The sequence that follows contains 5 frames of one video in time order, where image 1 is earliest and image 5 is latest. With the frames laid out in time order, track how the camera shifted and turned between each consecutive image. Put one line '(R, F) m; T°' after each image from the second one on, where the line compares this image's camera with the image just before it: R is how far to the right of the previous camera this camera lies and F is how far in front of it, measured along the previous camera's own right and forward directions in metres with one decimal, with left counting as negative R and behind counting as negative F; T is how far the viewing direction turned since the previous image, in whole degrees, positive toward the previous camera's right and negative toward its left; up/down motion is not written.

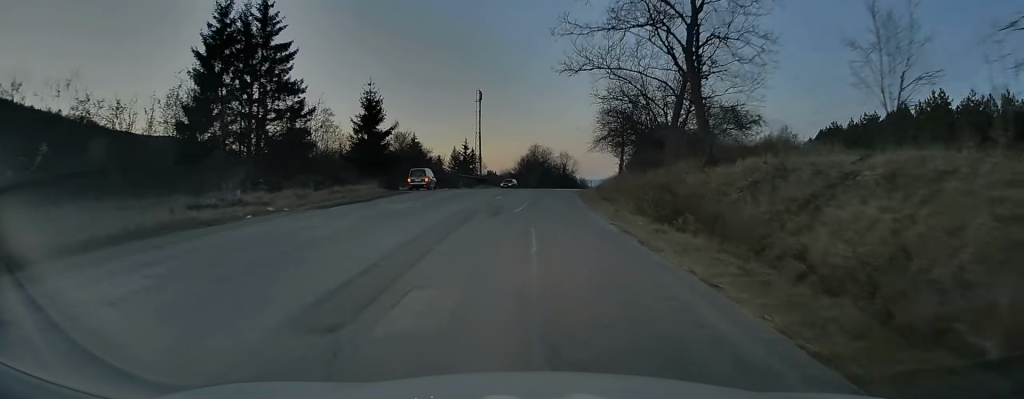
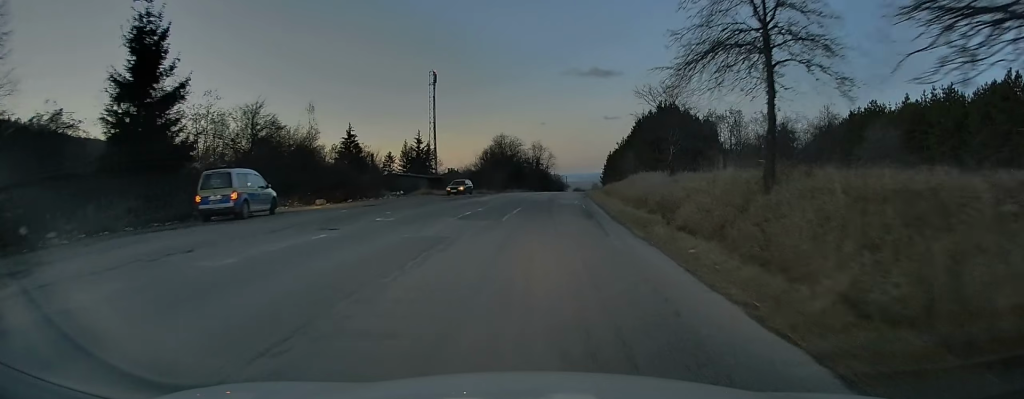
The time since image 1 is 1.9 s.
(+1.0, +32.5) m; +3°
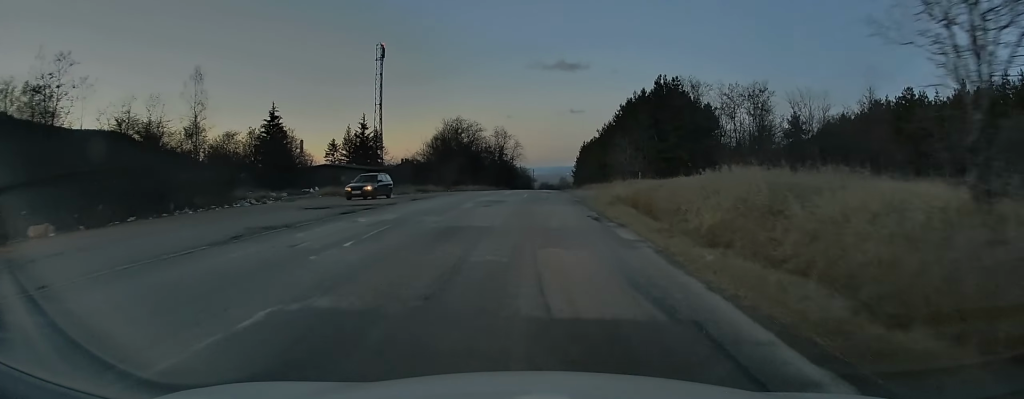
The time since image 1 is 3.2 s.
(+0.4, +23.5) m; +2°
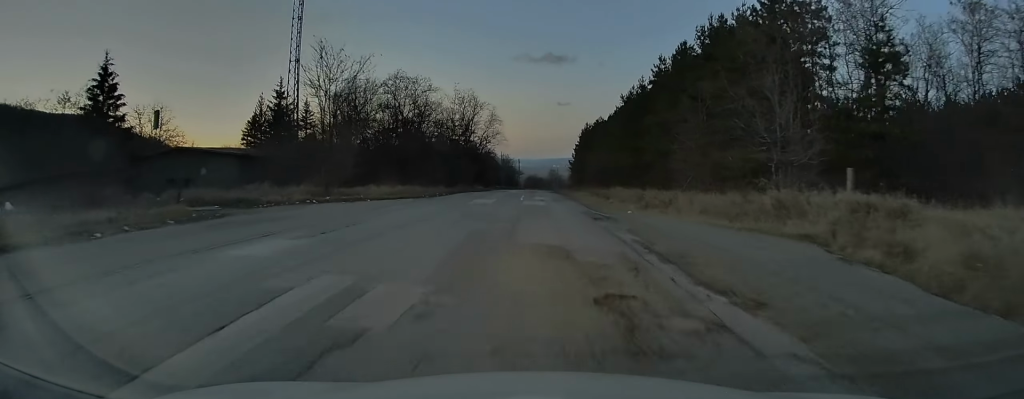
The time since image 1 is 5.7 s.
(+0.5, +42.8) m; +1°
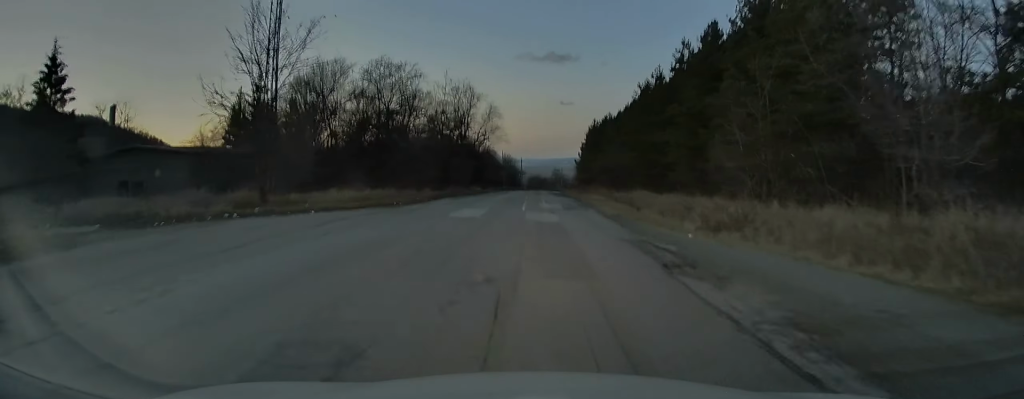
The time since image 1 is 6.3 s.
(+0.1, +9.0) m; 0°
